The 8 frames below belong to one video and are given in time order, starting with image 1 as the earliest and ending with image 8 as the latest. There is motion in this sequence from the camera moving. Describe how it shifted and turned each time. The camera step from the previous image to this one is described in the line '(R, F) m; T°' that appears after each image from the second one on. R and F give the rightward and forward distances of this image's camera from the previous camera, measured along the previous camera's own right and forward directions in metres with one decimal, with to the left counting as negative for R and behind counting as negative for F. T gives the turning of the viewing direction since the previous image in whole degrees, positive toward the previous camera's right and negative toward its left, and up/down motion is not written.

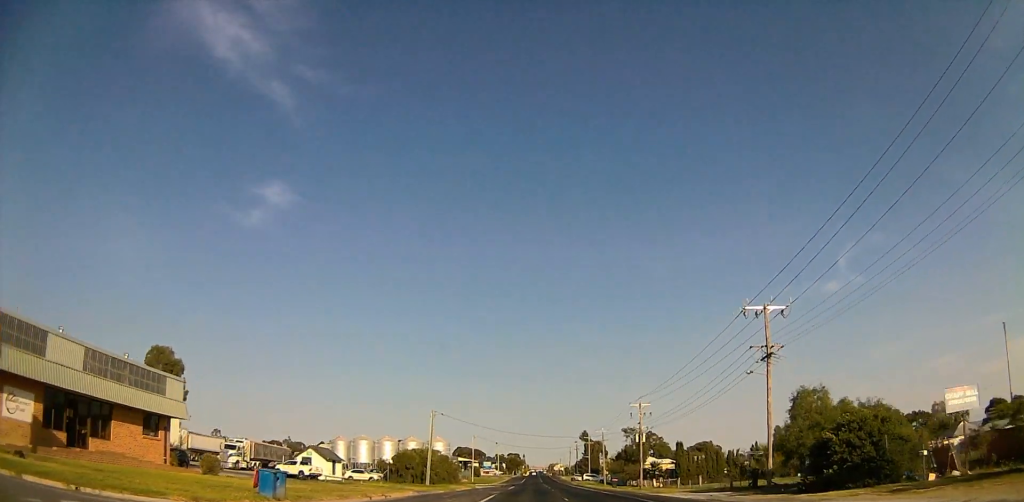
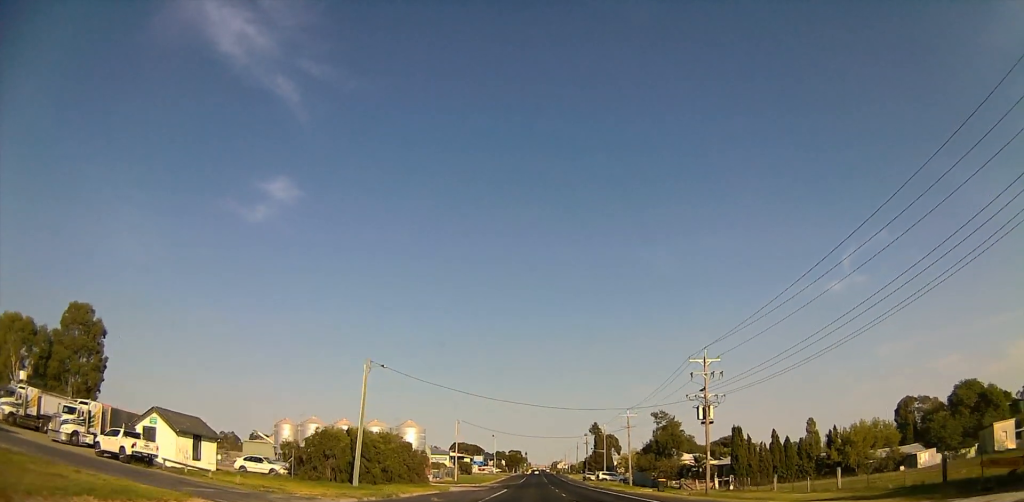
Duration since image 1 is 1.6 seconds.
(+0.2, +28.9) m; +1°
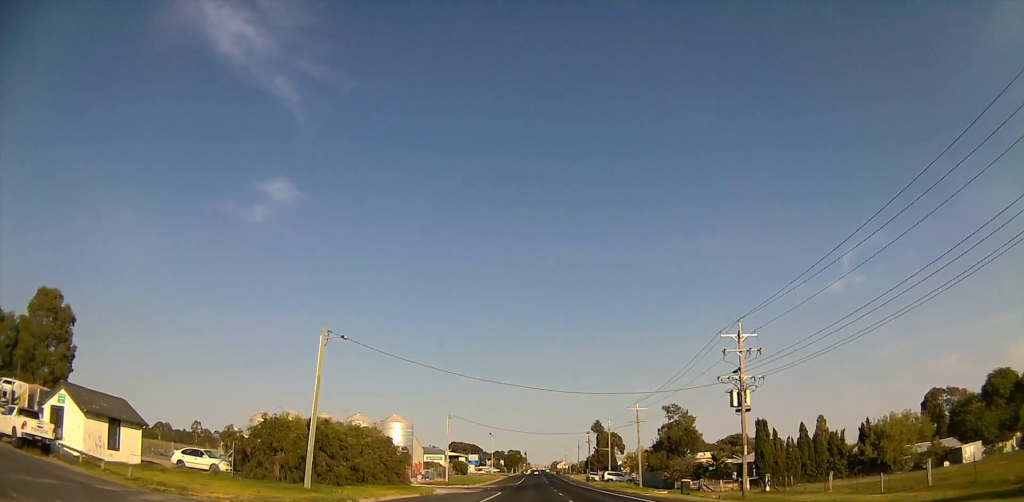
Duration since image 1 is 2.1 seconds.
(+0.1, +8.7) m; 0°
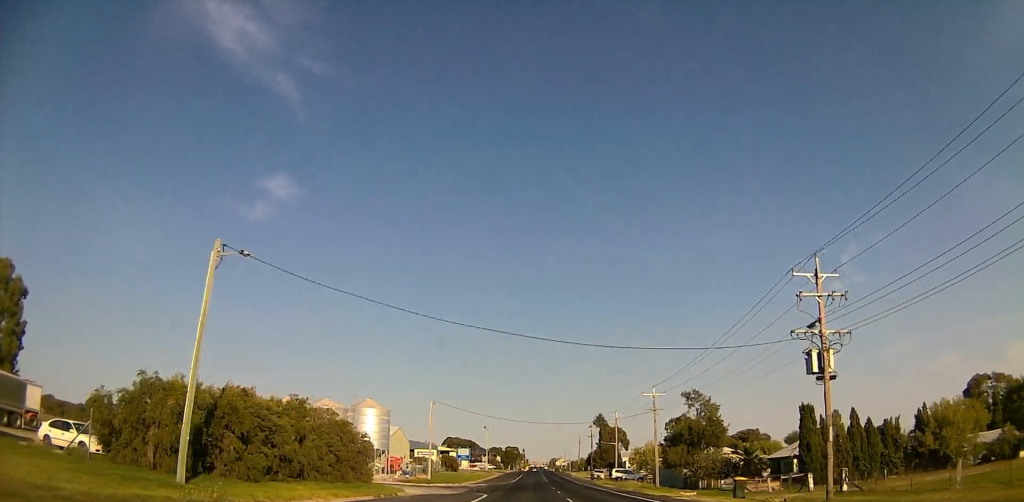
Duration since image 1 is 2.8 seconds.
(0.0, +12.3) m; 0°
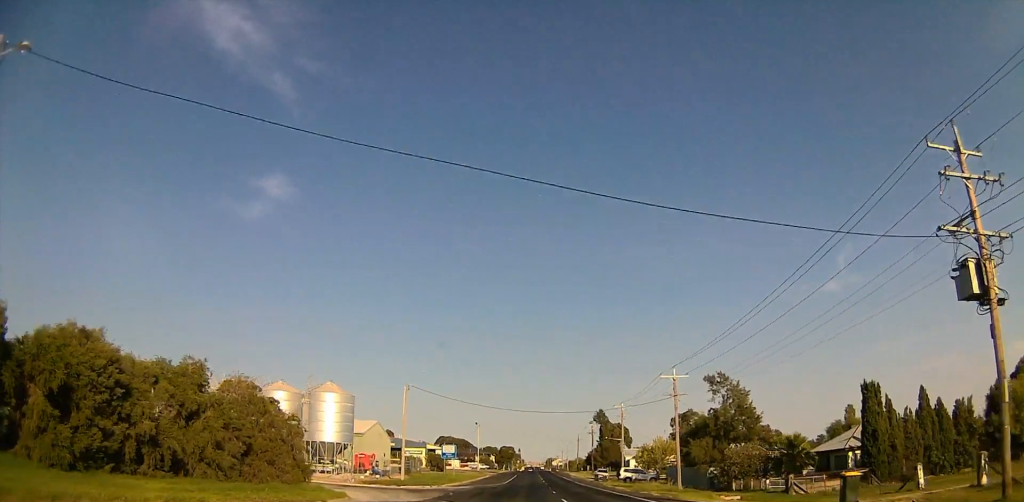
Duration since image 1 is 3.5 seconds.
(-0.1, +12.3) m; 0°
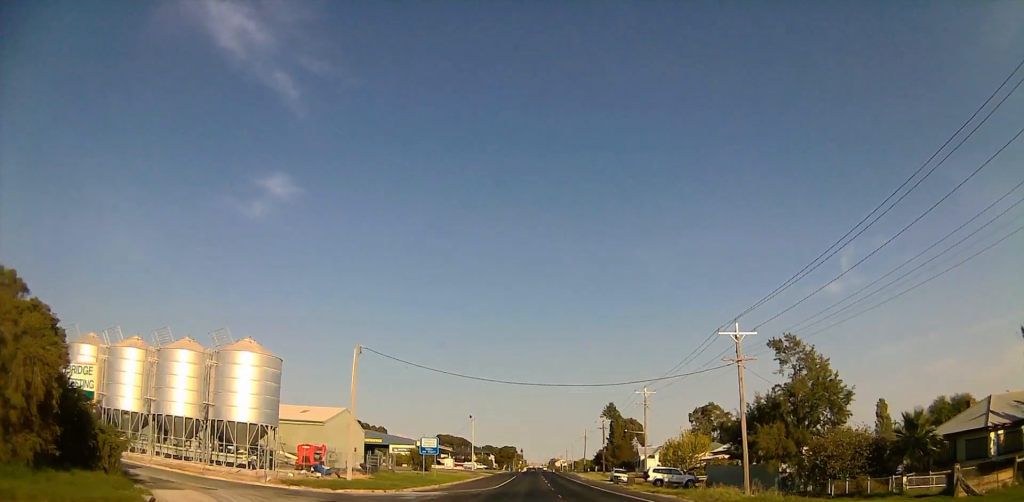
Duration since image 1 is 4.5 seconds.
(0.0, +17.7) m; -1°
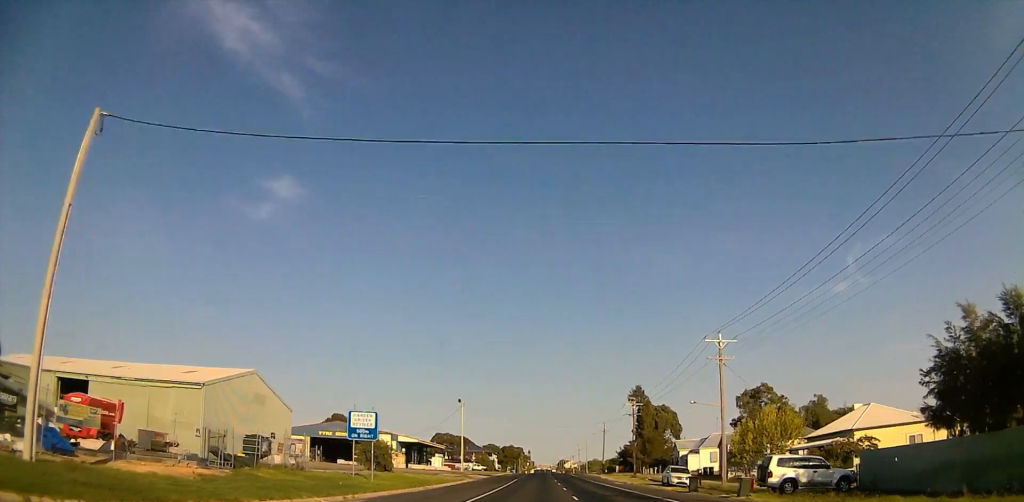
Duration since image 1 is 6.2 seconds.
(-1.0, +29.1) m; -3°
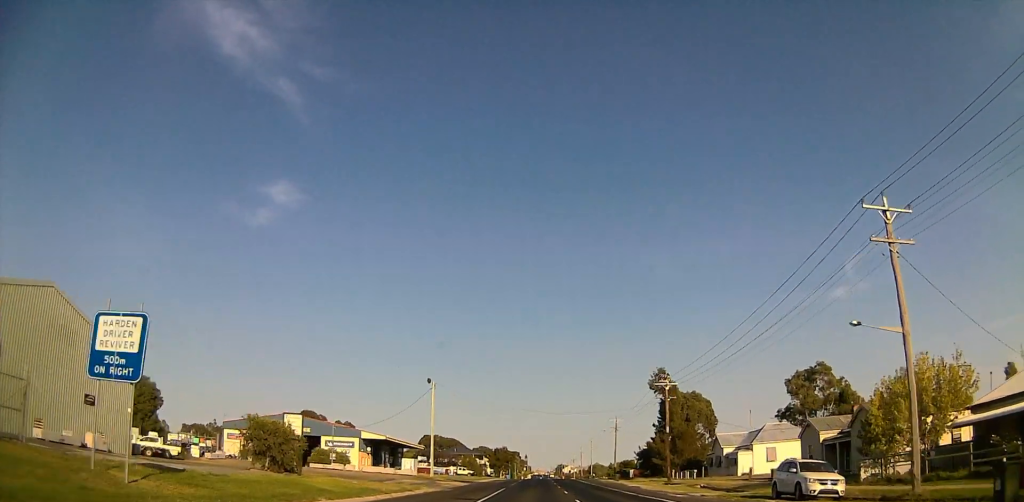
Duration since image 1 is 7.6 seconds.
(-0.1, +25.0) m; +1°
